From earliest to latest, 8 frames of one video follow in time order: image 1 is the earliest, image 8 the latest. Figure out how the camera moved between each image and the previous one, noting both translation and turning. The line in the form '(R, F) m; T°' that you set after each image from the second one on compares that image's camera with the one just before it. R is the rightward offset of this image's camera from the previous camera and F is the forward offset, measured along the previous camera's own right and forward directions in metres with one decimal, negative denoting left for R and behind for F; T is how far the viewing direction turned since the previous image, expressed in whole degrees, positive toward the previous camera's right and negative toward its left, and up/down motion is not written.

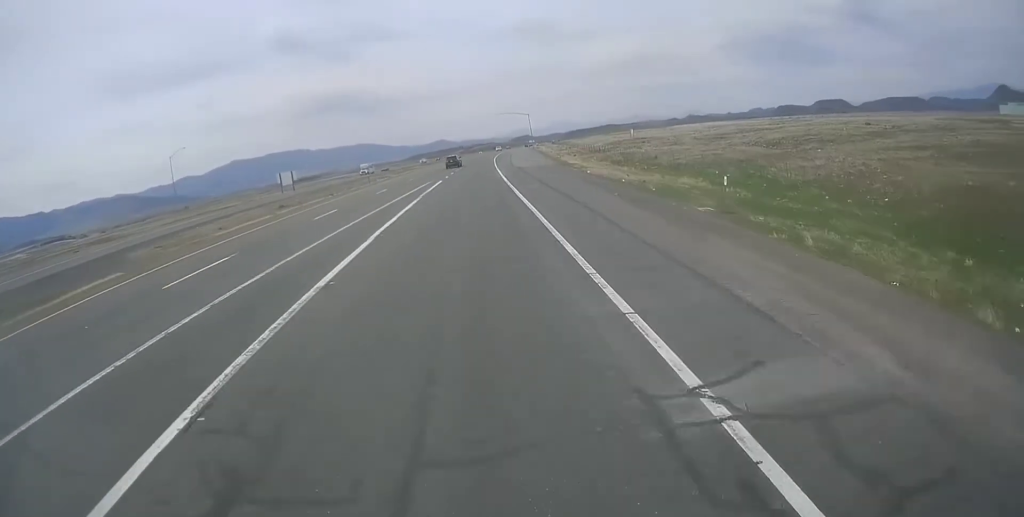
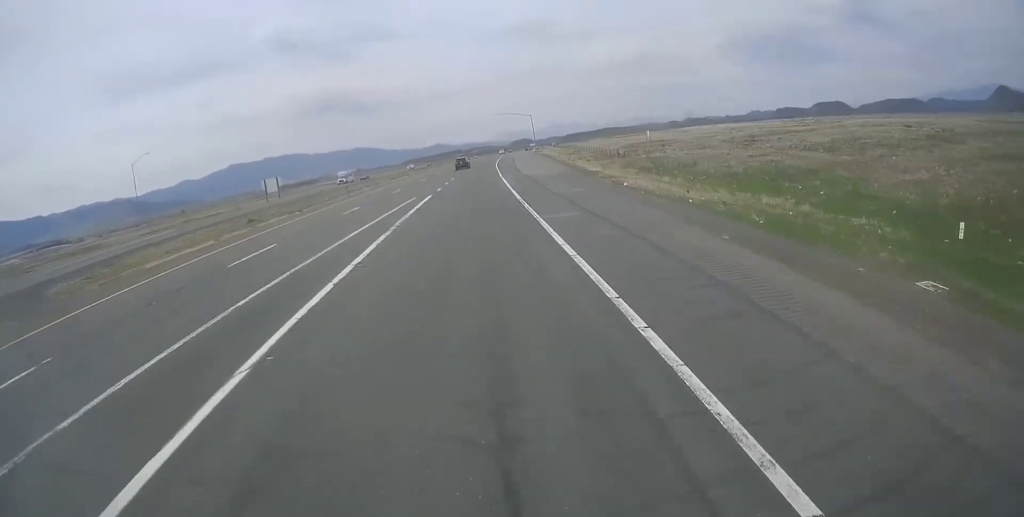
(-0.4, +12.4) m; 0°
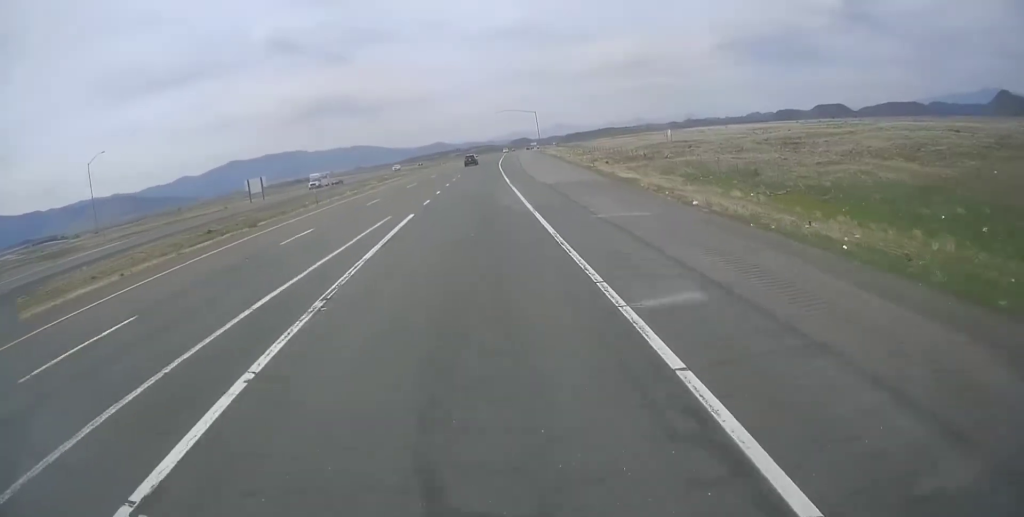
(-0.4, +11.6) m; 0°
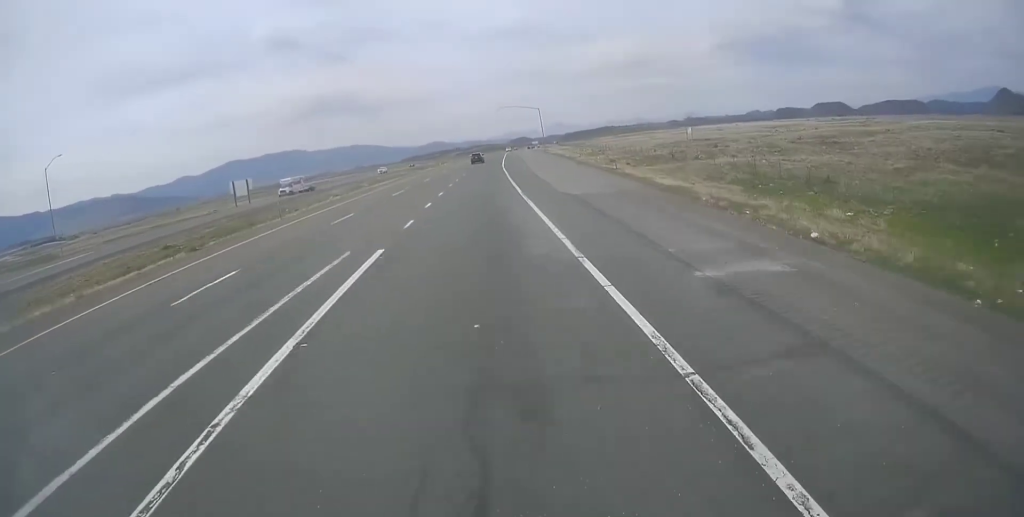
(+0.4, +9.5) m; +1°
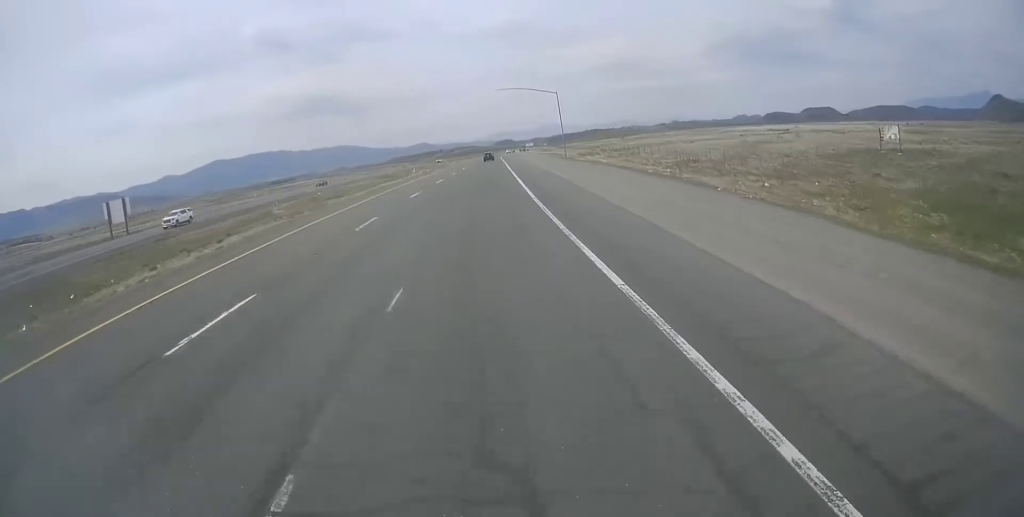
(+1.2, +47.3) m; +2°
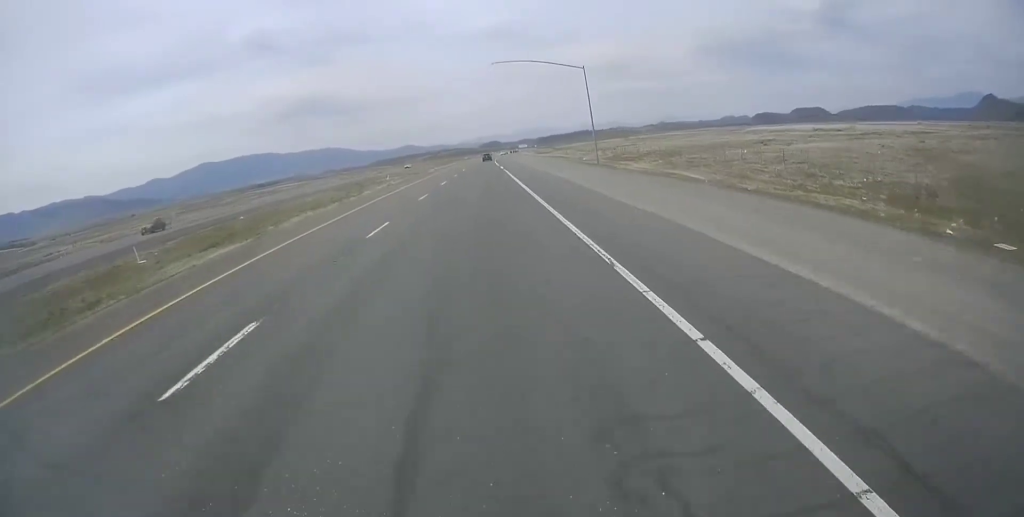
(+0.1, +31.5) m; +1°
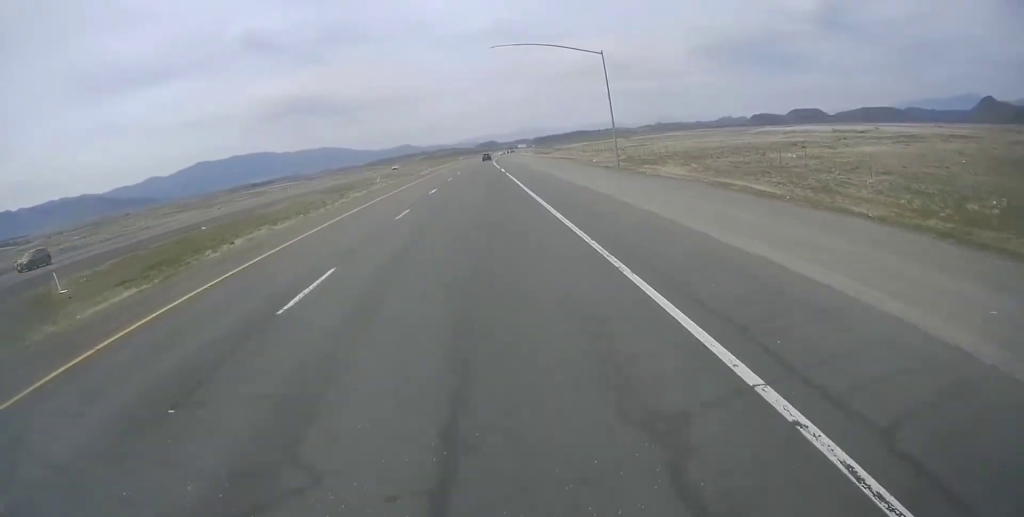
(0.0, +10.1) m; 0°
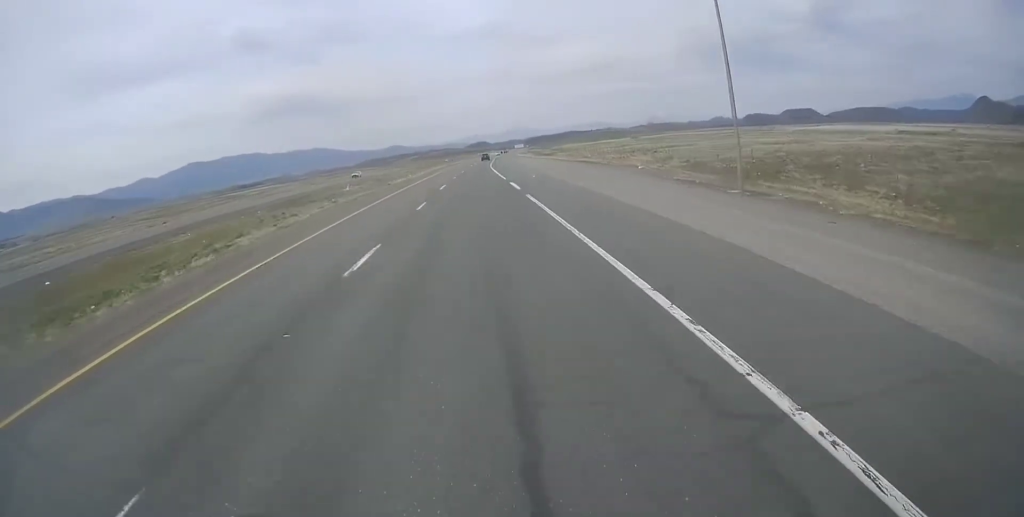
(+0.3, +25.5) m; +1°
